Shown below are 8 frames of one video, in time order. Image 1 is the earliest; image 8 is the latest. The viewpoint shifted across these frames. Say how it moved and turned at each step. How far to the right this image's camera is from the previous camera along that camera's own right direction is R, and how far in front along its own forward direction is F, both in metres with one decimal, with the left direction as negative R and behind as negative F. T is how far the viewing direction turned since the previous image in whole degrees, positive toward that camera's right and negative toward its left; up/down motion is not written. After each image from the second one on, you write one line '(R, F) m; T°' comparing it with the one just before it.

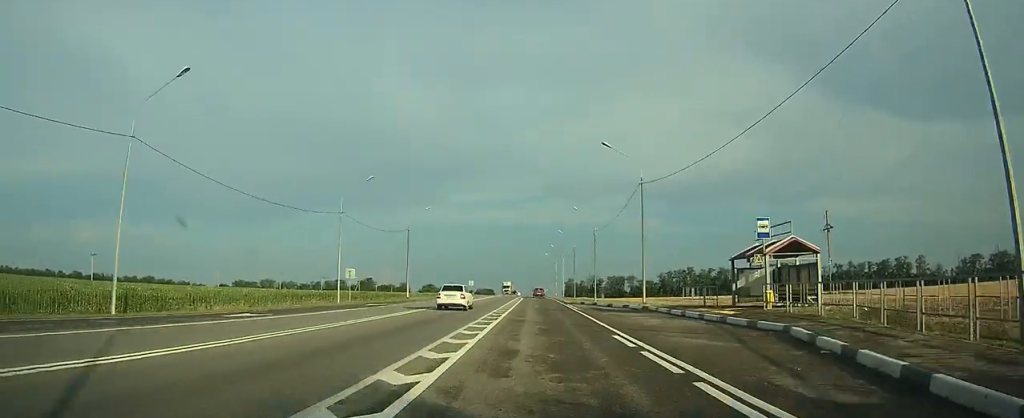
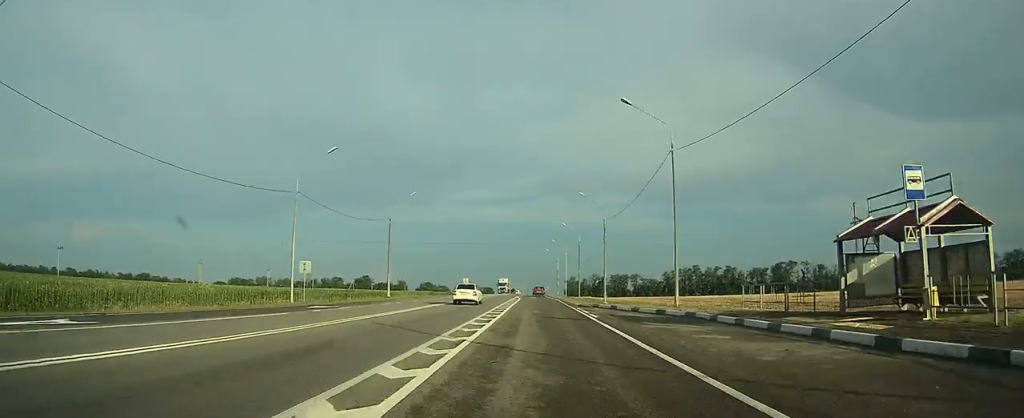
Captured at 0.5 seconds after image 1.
(0.0, +11.0) m; 0°
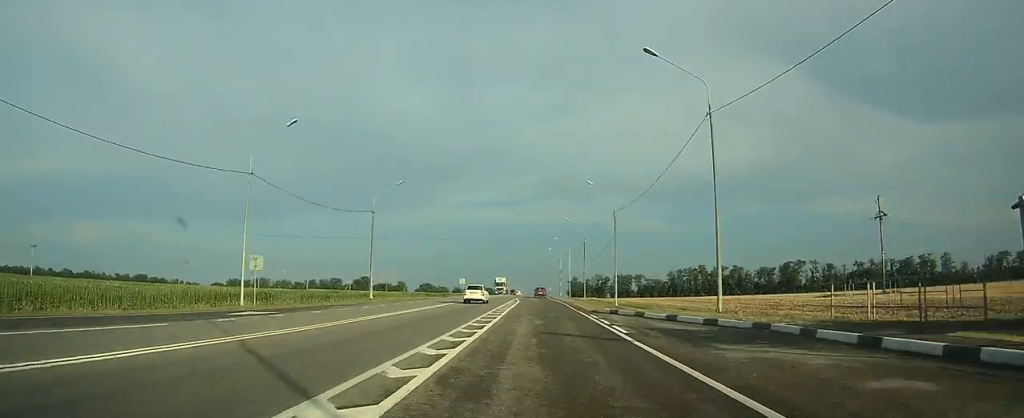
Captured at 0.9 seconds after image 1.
(0.0, +8.3) m; 0°
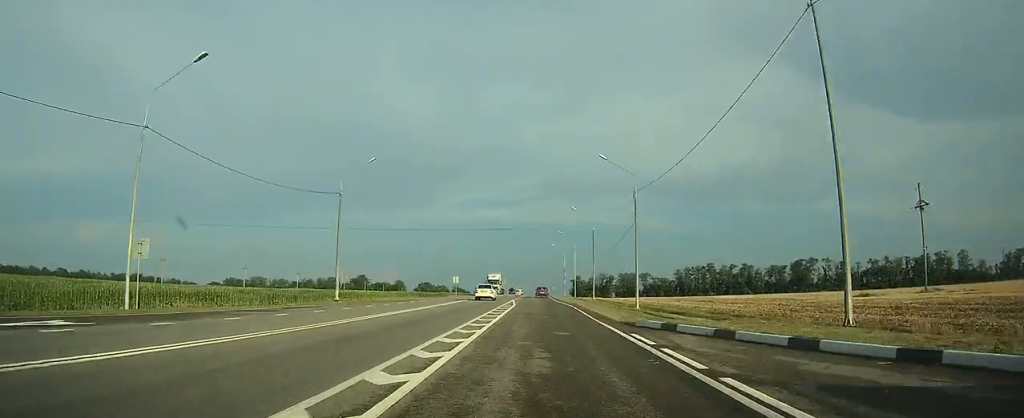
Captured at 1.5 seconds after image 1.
(0.0, +11.8) m; 0°
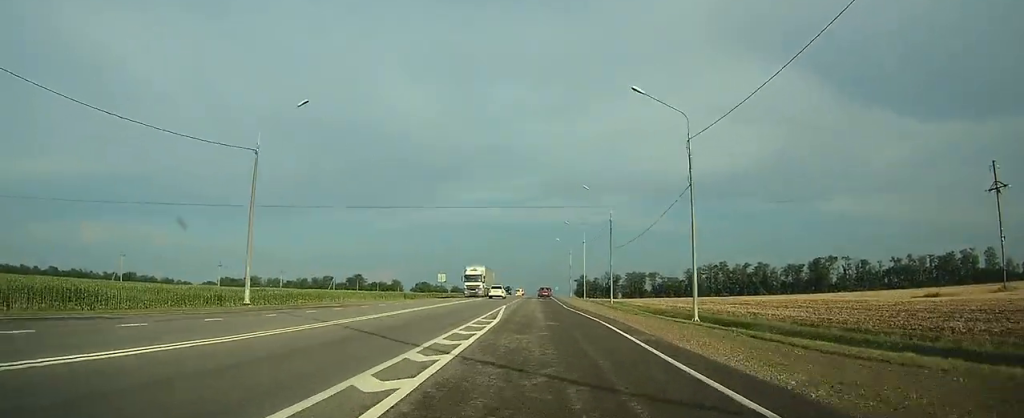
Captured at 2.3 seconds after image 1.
(0.0, +17.4) m; 0°
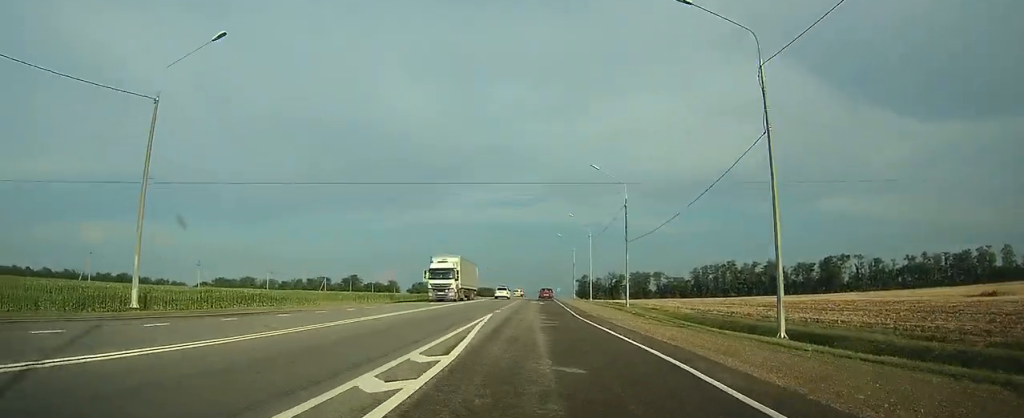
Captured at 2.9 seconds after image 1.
(0.0, +11.2) m; 0°
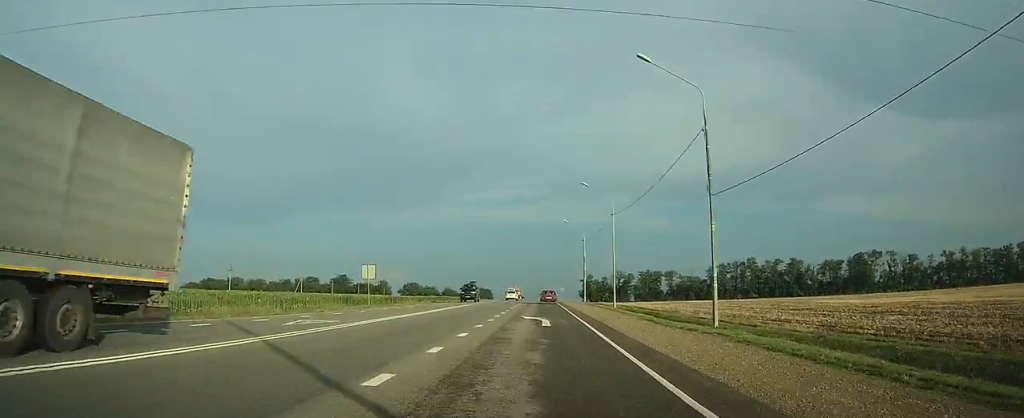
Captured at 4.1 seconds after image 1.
(0.0, +26.0) m; 0°
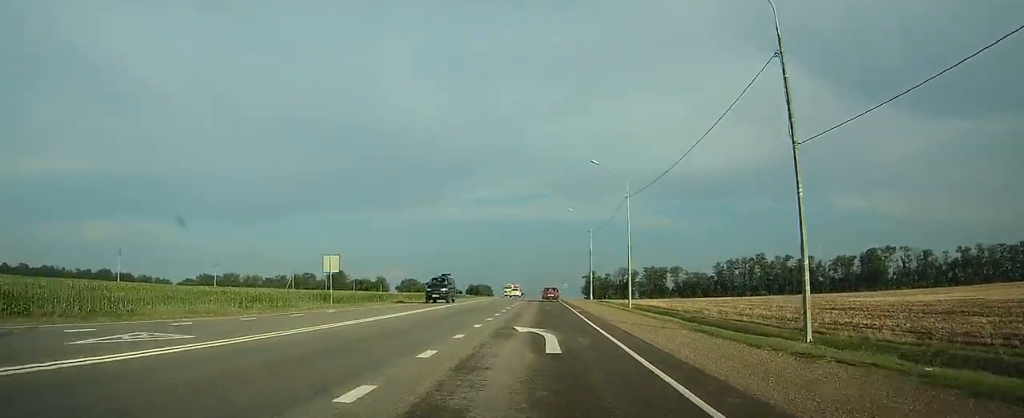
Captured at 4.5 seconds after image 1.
(0.0, +9.2) m; 0°
